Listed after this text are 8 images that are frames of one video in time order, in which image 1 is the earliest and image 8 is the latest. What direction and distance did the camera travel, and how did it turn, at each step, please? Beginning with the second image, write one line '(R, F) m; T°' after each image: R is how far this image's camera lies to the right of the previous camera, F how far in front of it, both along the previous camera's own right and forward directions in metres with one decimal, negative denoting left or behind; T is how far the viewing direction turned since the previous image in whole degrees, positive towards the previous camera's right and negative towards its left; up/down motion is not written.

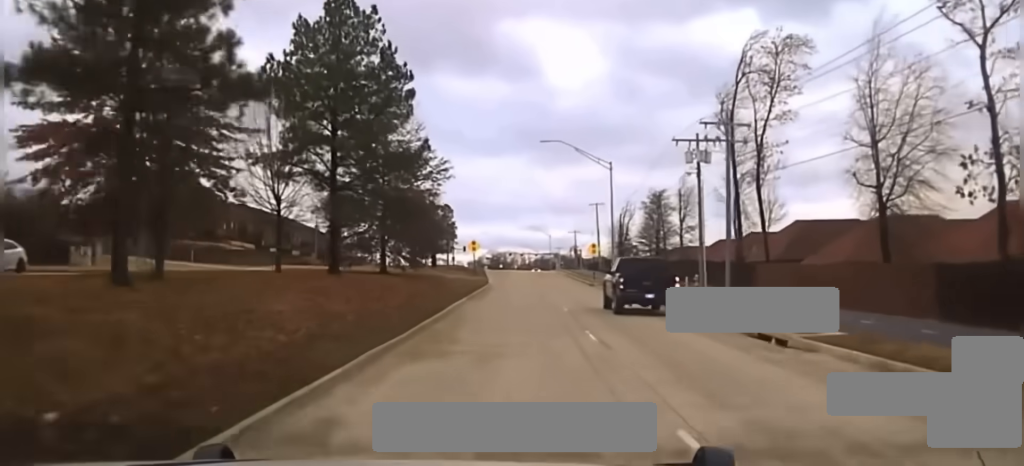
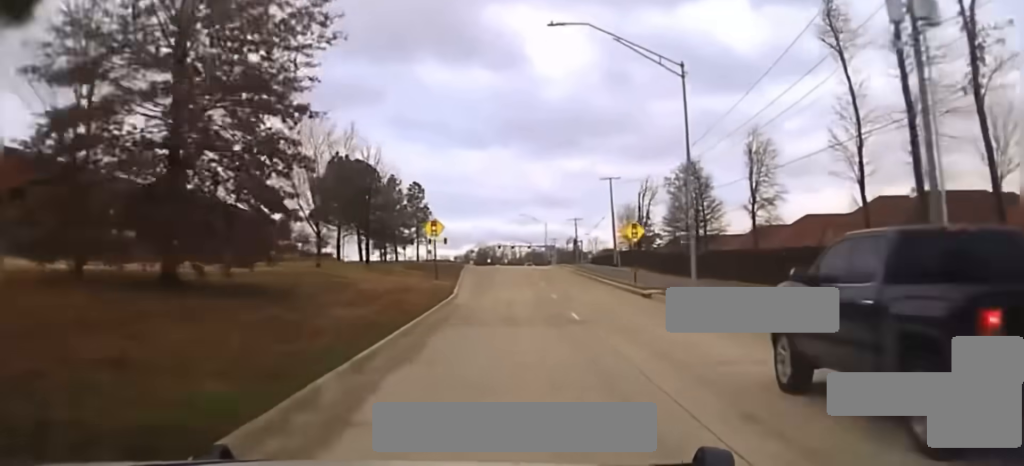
(+0.6, +26.8) m; +2°
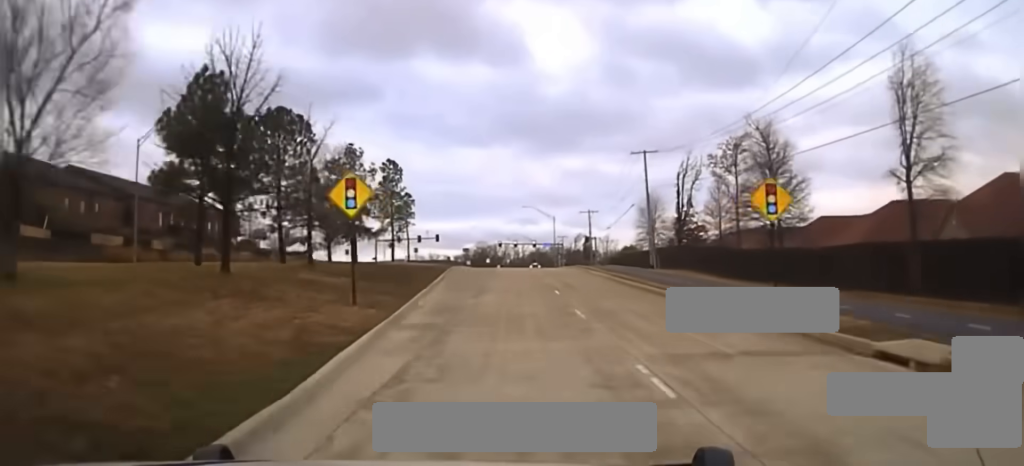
(+0.2, +21.2) m; 0°
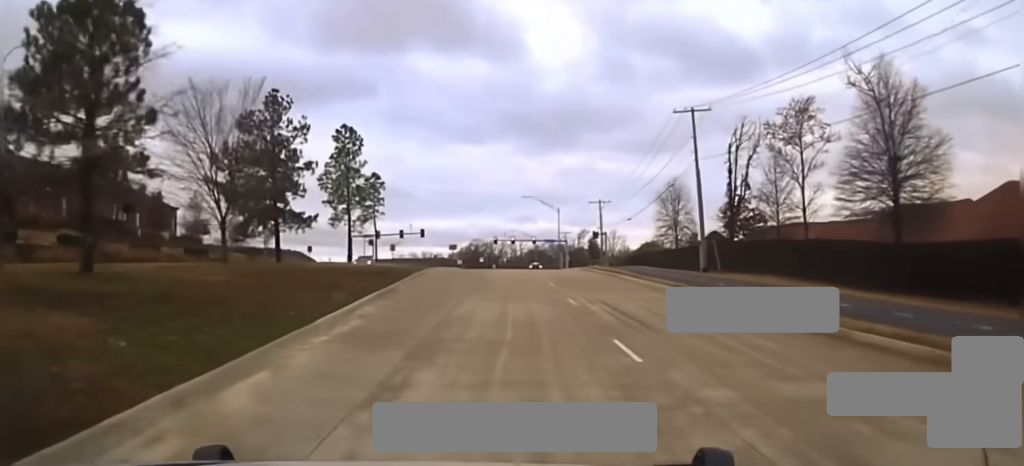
(0.0, +20.0) m; 0°
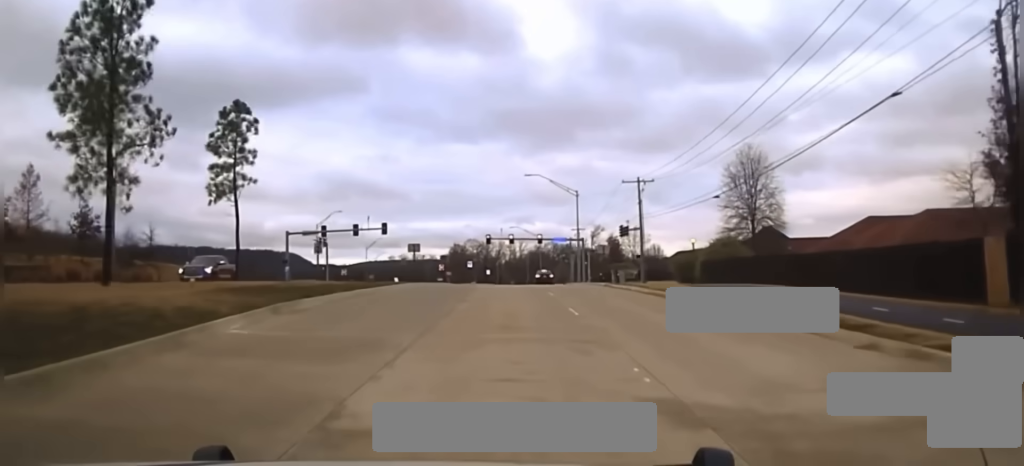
(-0.1, +39.4) m; 0°
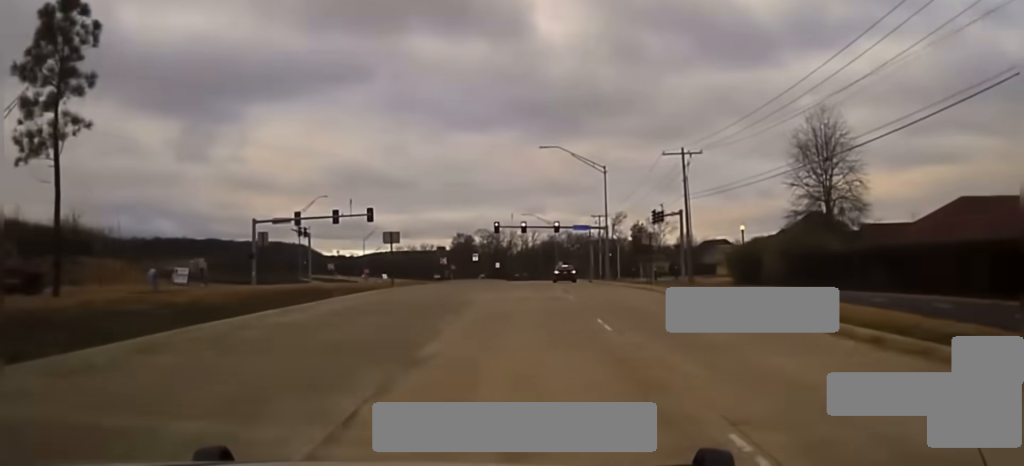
(0.0, +17.4) m; 0°
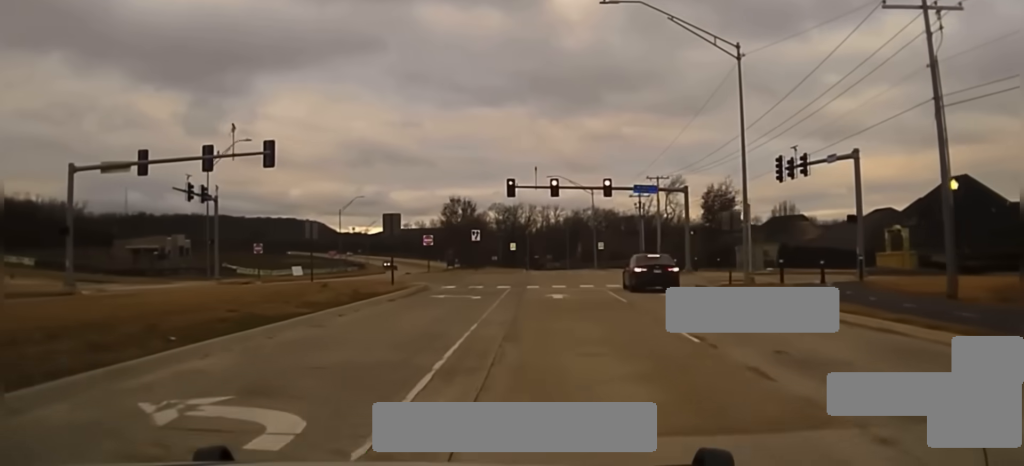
(-0.4, +44.6) m; -1°
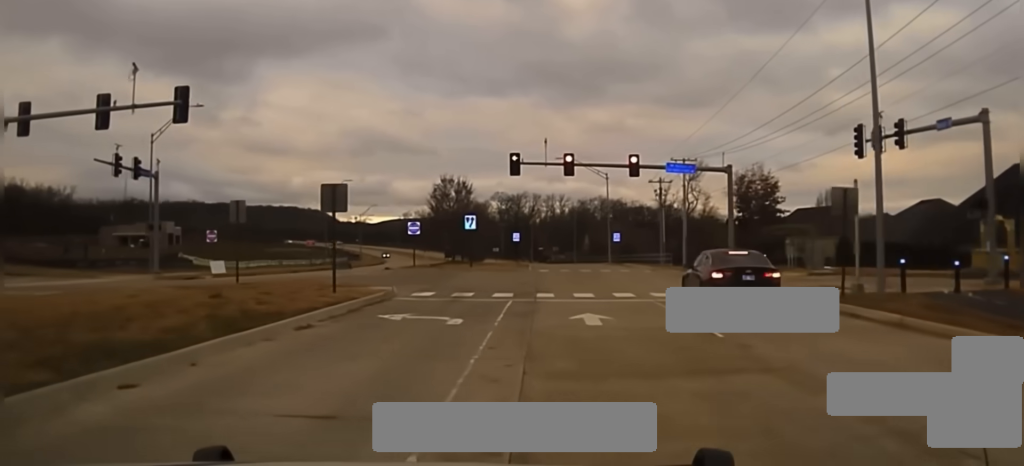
(-0.1, +12.4) m; -1°
